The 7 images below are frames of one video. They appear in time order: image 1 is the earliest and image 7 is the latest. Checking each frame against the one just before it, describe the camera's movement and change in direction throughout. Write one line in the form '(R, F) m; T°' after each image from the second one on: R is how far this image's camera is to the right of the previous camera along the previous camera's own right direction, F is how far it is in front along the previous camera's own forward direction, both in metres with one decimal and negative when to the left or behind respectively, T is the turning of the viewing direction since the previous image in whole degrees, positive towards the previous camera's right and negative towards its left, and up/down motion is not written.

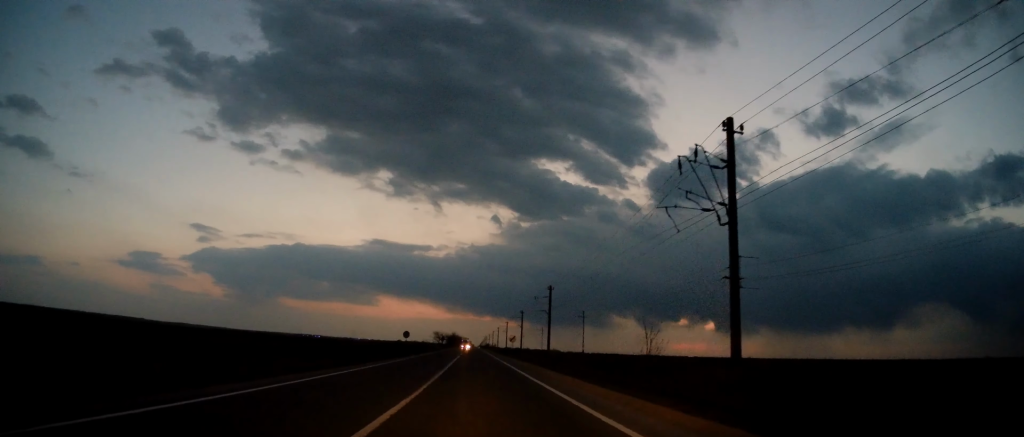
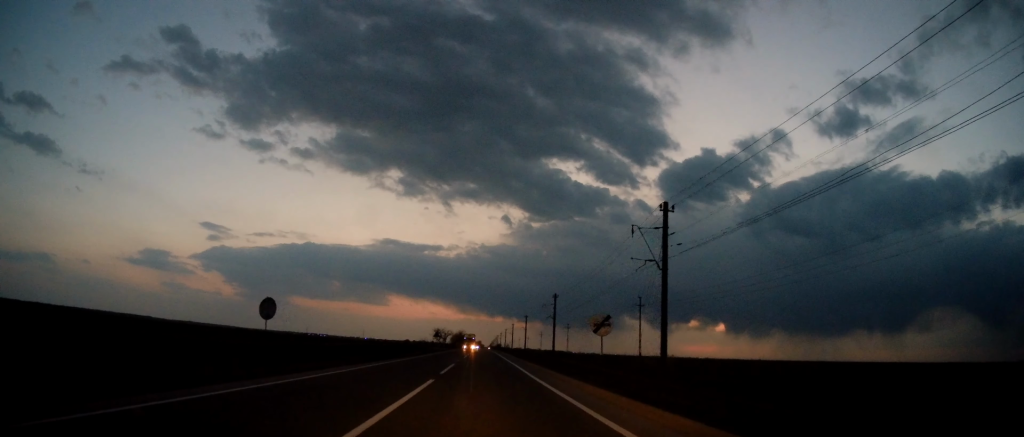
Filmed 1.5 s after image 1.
(-1.7, +40.3) m; -3°
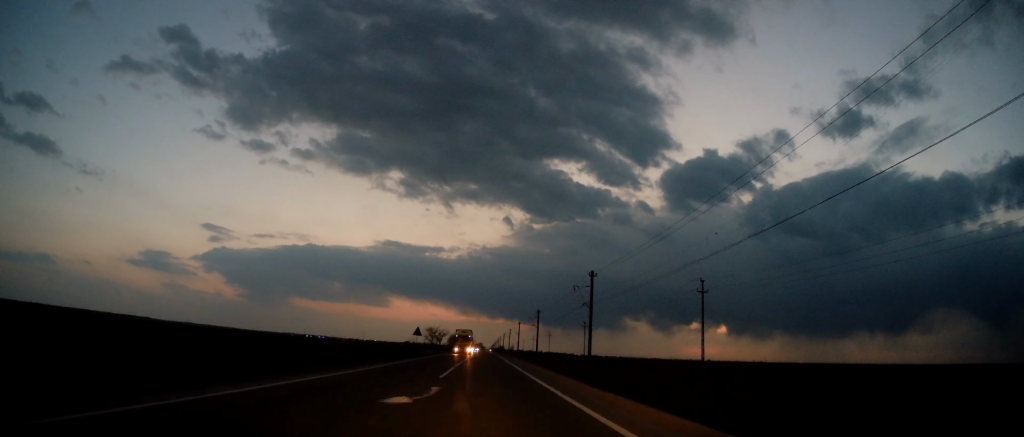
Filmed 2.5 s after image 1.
(0.0, +26.5) m; 0°
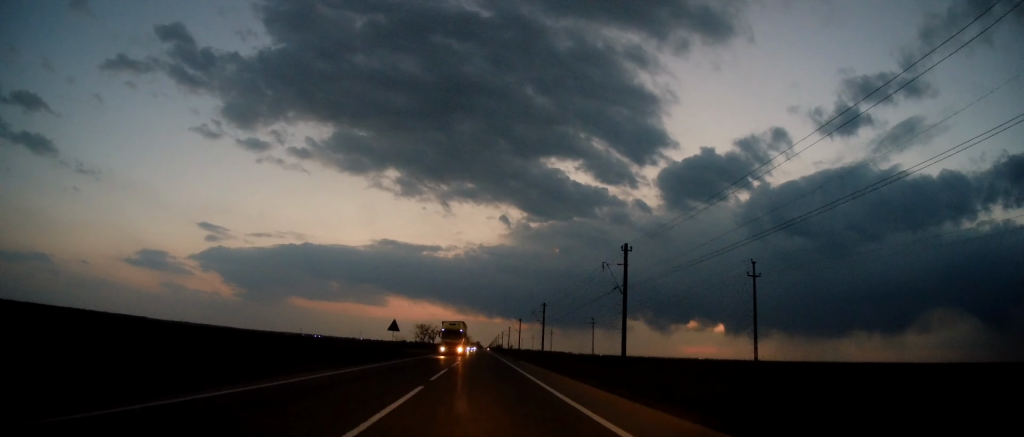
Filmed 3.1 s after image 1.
(+0.1, +14.1) m; -1°
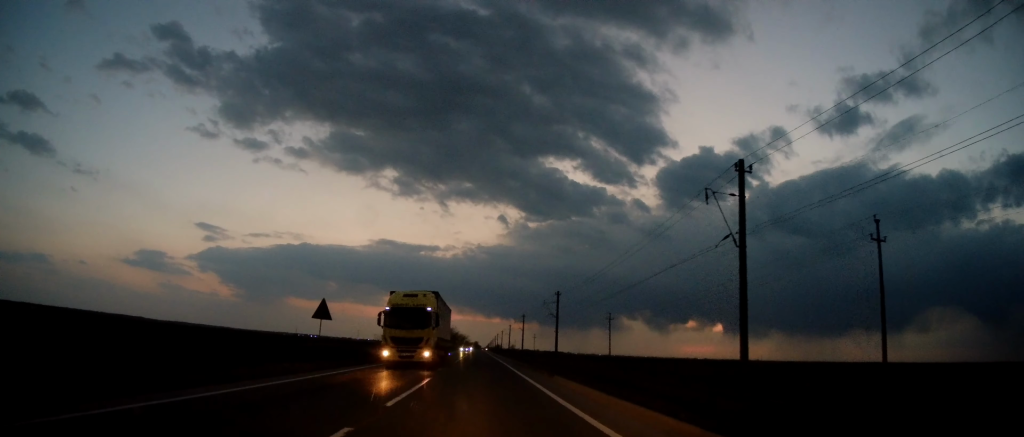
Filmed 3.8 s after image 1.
(-0.3, +19.4) m; +1°
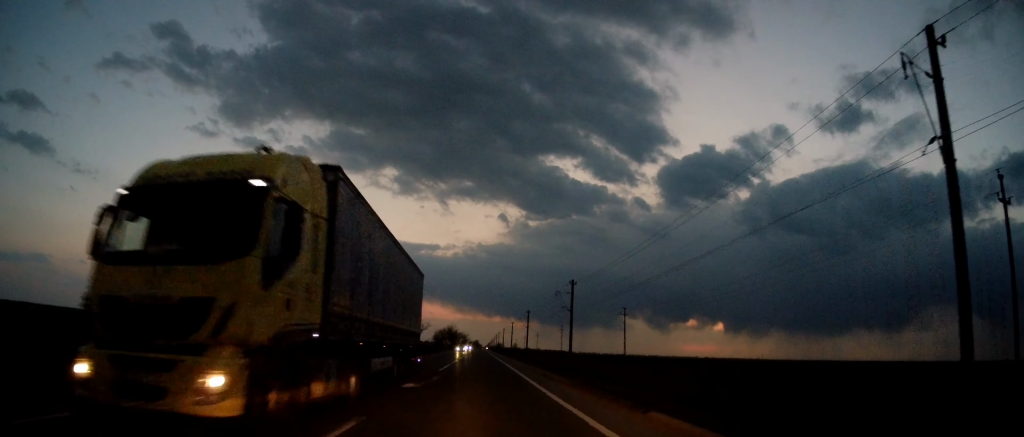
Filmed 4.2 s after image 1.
(-0.2, +11.4) m; 0°
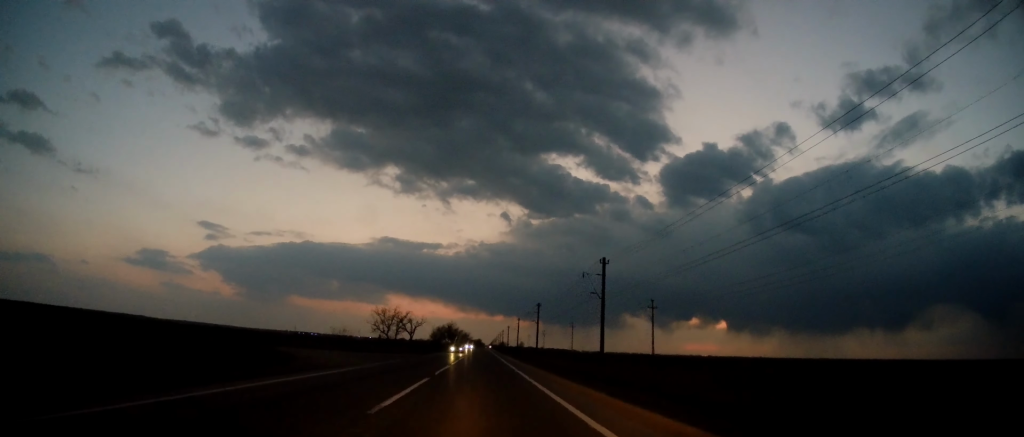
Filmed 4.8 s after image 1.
(+0.6, +14.9) m; 0°
